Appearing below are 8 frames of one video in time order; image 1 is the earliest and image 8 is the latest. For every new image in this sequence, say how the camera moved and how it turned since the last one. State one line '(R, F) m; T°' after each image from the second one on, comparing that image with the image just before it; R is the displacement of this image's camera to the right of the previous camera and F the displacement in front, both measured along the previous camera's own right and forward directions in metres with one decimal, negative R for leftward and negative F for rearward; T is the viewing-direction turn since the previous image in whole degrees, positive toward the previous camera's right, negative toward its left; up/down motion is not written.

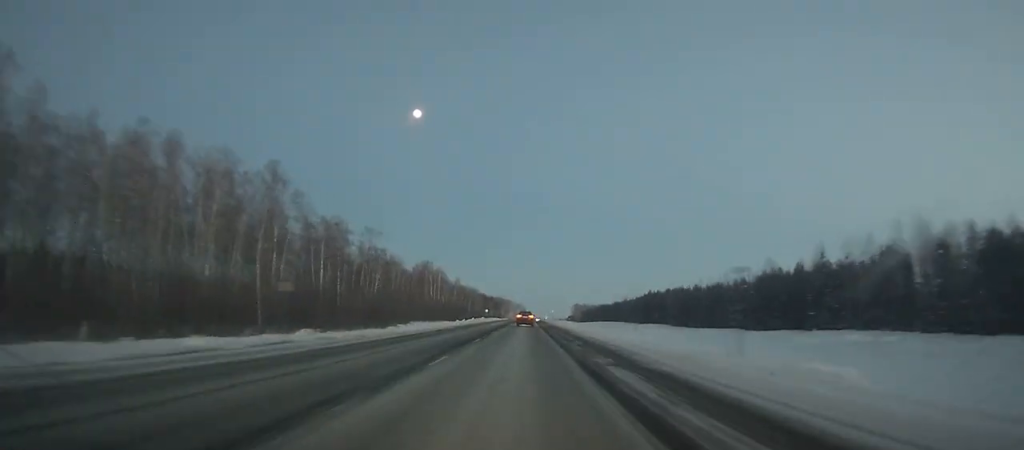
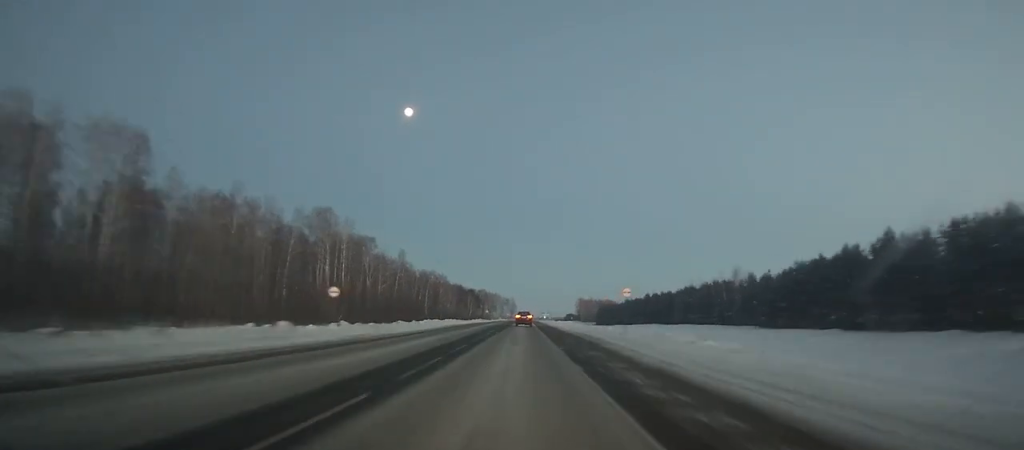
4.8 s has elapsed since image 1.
(+0.9, +127.3) m; +1°
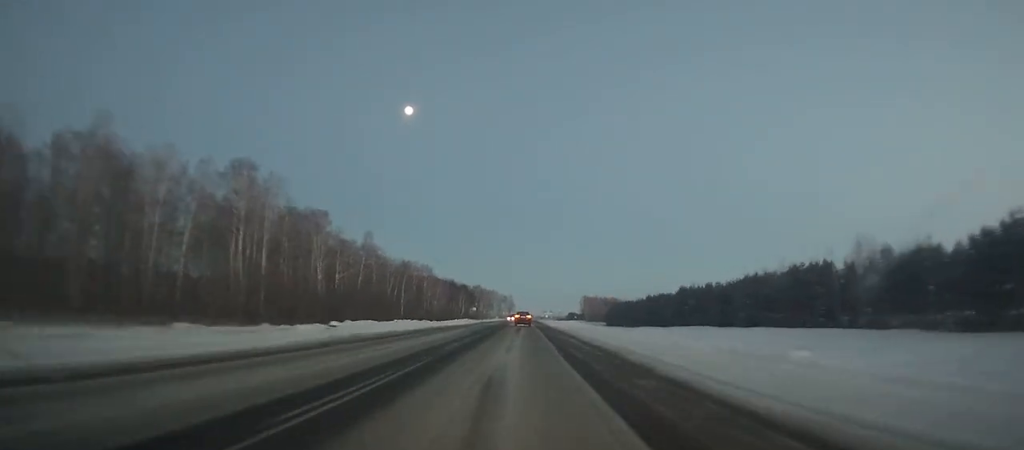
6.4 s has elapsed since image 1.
(+0.2, +42.2) m; 0°
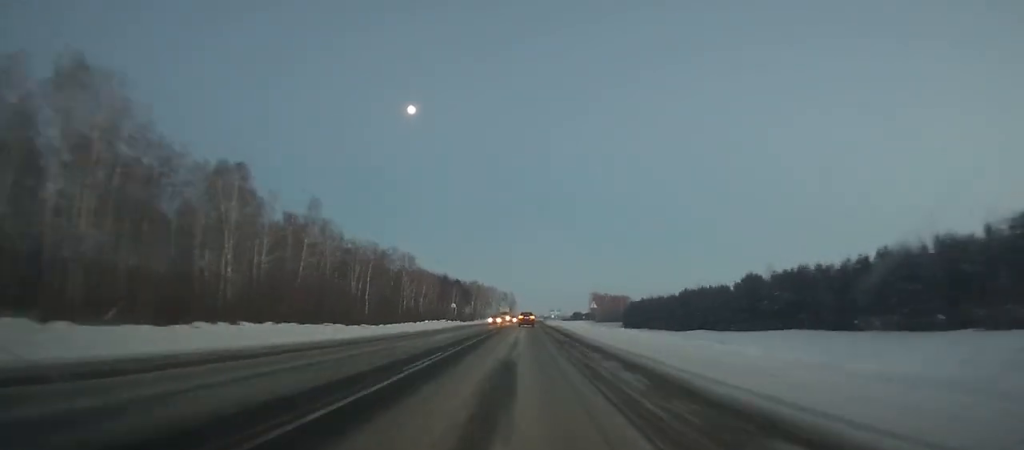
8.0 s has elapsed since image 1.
(0.0, +41.8) m; 0°
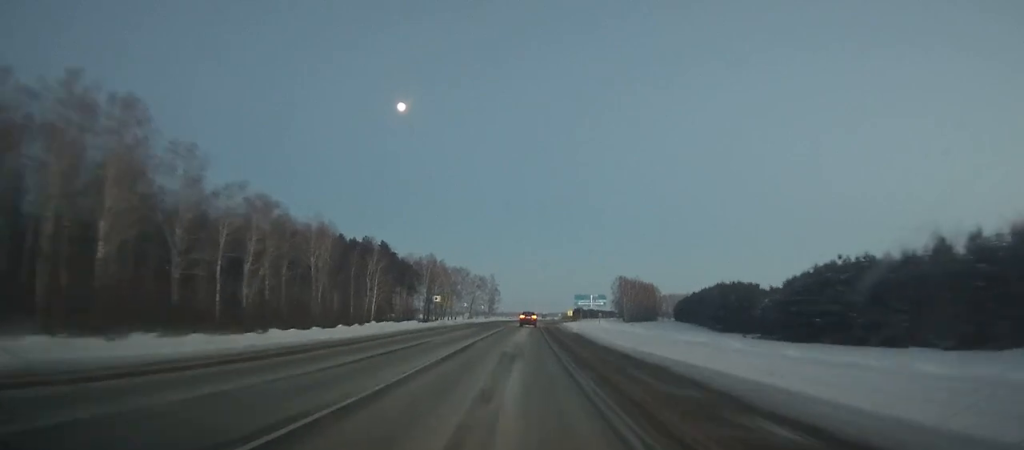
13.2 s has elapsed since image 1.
(+0.7, +134.6) m; +1°
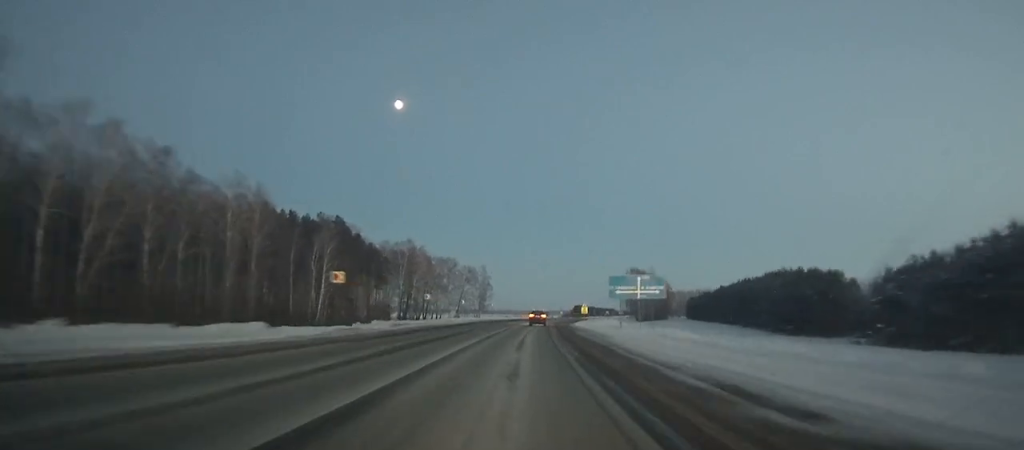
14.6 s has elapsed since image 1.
(+0.1, +35.5) m; +1°
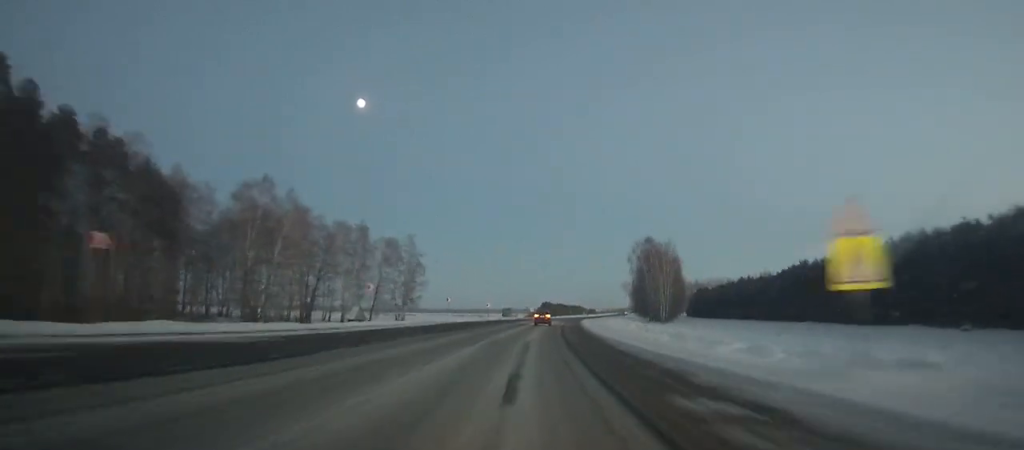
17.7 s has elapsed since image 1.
(+1.6, +77.5) m; +3°
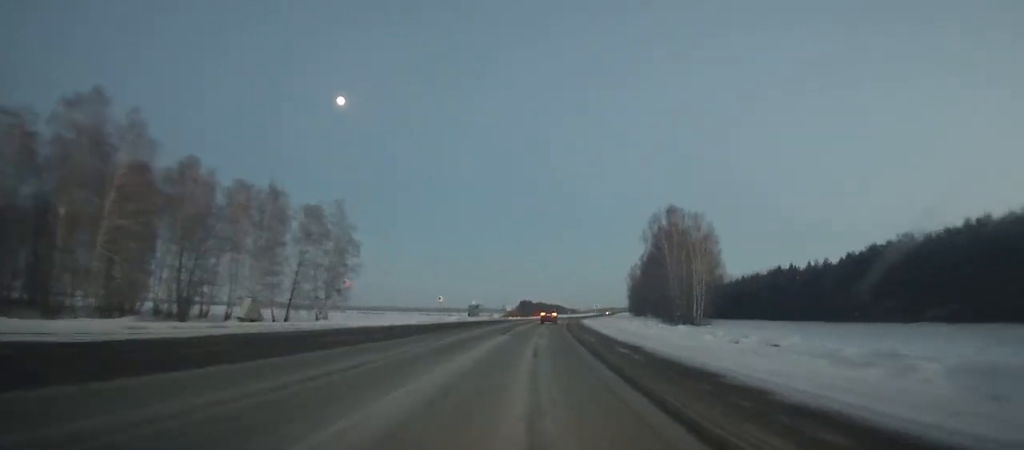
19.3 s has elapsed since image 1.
(+0.3, +39.5) m; +2°
